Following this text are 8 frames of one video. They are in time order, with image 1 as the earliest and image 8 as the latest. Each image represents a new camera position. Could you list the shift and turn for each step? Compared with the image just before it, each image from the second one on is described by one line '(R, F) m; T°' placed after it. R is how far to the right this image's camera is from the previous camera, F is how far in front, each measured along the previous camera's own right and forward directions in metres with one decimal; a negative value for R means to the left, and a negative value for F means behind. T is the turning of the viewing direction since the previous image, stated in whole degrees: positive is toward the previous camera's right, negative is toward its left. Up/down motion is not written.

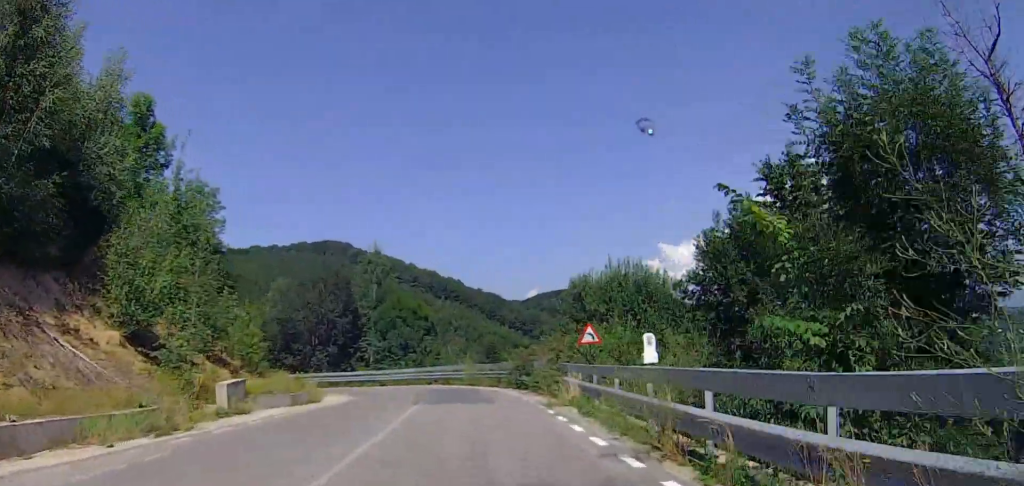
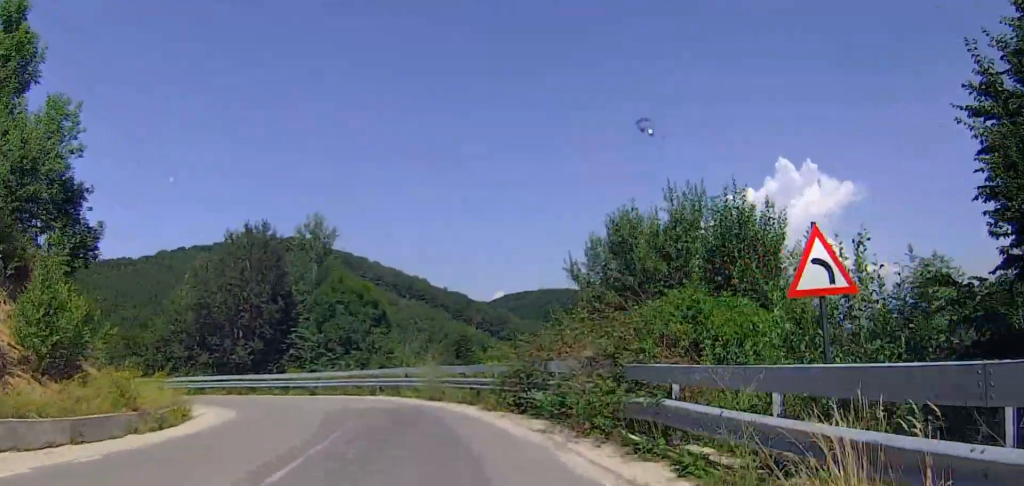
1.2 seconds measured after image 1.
(-2.6, +12.3) m; -3°
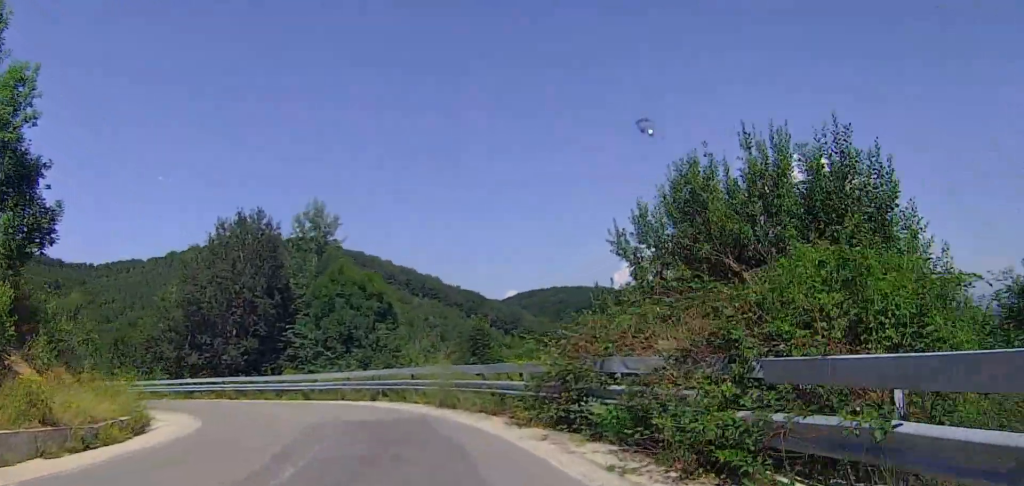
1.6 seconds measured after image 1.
(+1.1, +4.4) m; +3°
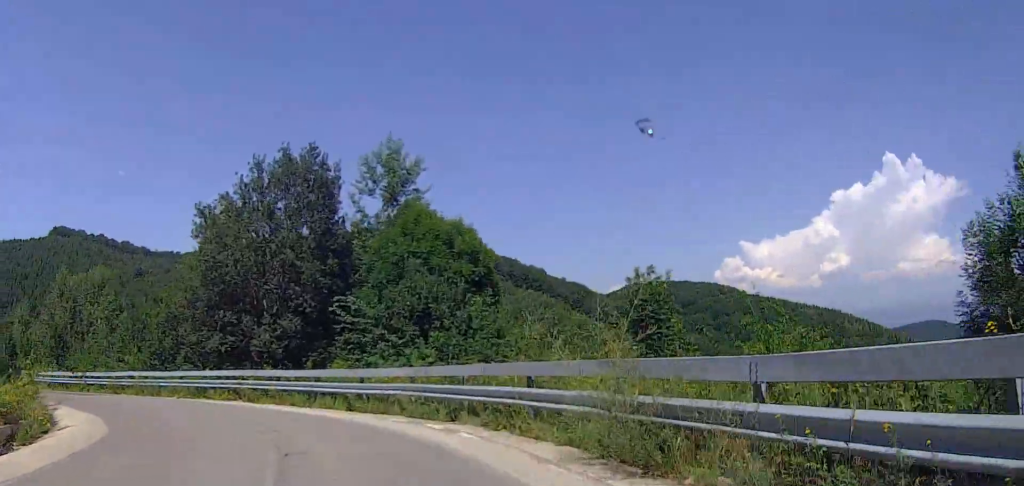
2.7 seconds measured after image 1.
(-0.8, +12.7) m; -11°
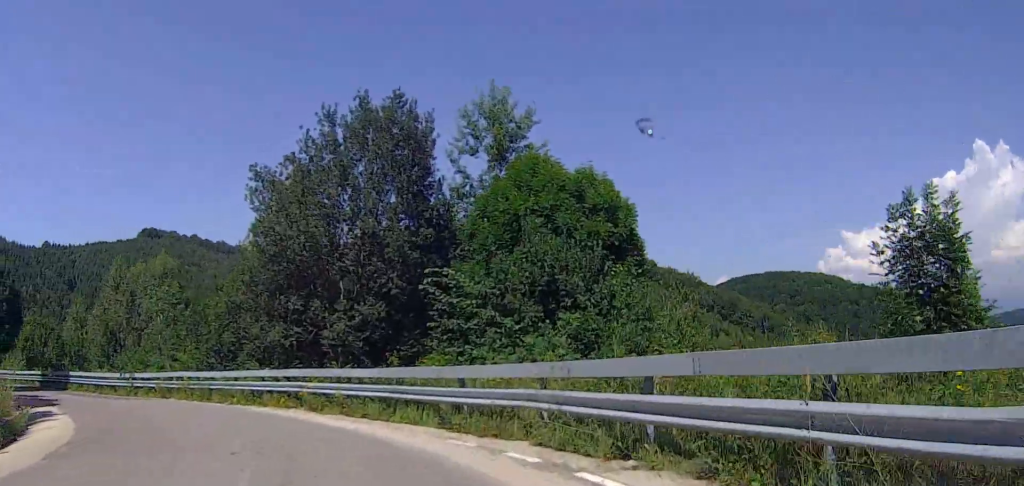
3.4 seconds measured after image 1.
(-0.6, +6.8) m; -7°
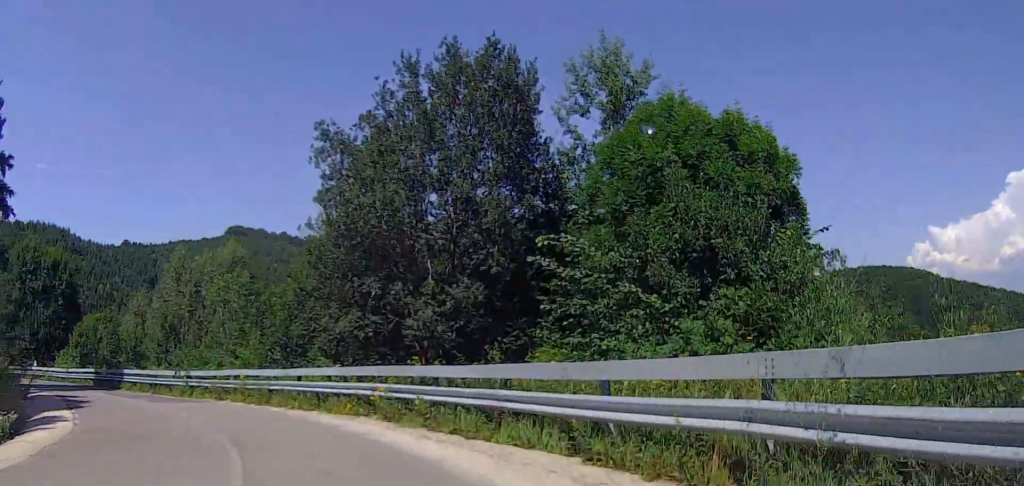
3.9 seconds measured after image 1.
(0.0, +4.7) m; -5°
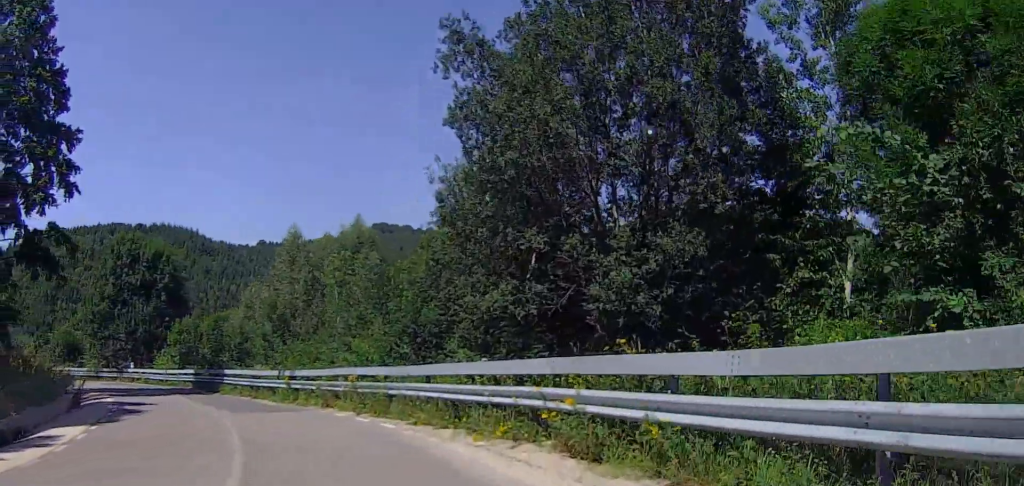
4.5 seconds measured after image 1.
(-0.5, +6.5) m; -9°
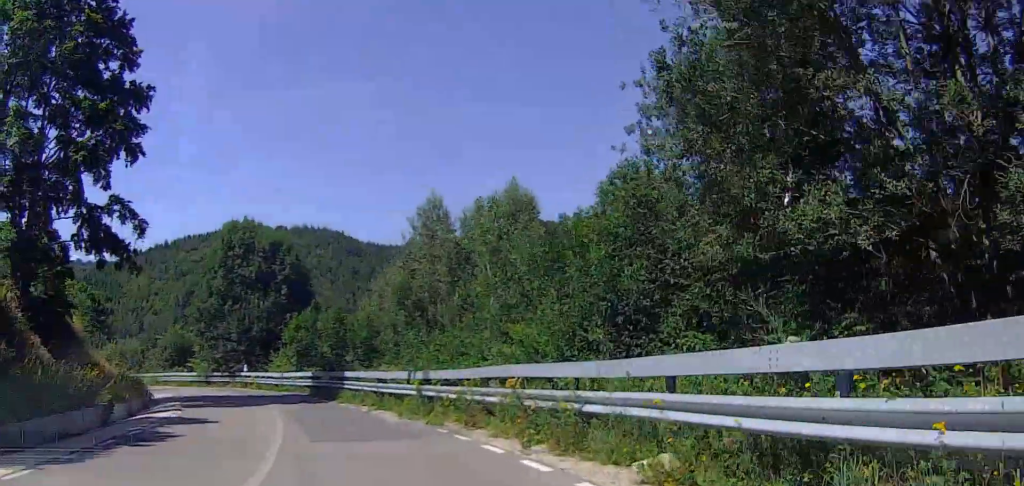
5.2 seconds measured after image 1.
(-0.8, +7.5) m; -12°
